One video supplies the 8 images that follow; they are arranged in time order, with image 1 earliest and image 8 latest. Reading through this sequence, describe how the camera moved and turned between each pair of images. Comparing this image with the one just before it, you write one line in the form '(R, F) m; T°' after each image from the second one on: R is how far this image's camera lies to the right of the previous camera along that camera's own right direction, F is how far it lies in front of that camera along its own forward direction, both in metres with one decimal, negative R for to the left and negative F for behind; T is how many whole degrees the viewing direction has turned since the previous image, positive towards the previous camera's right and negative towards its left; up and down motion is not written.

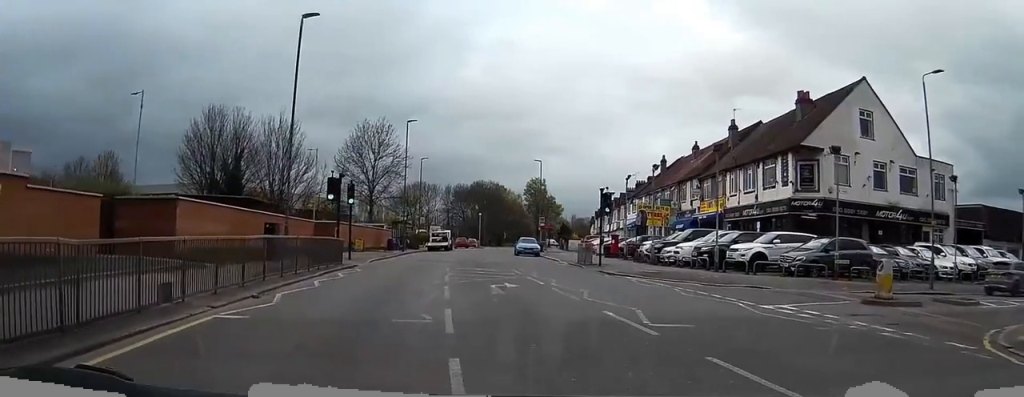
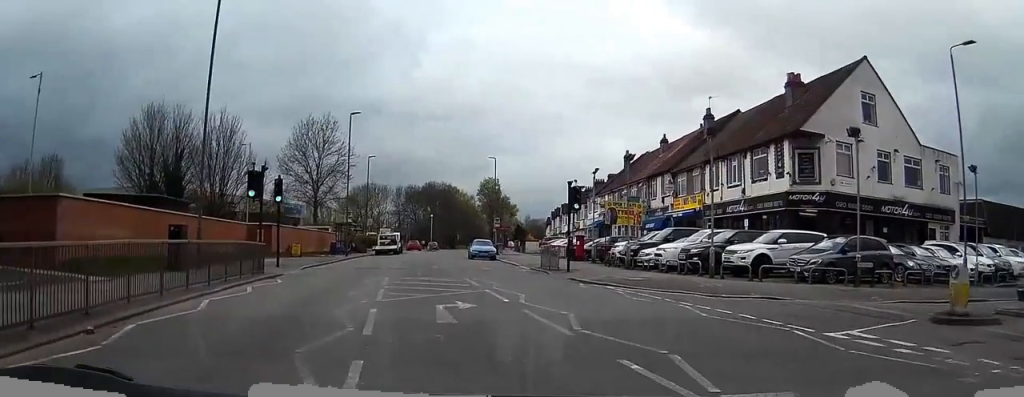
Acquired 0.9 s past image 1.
(+0.2, +5.3) m; +3°
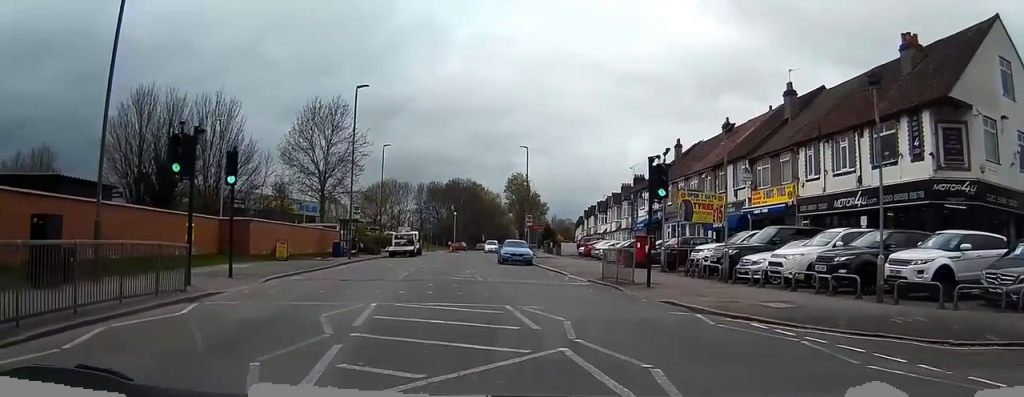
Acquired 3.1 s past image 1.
(+0.4, +9.6) m; +11°
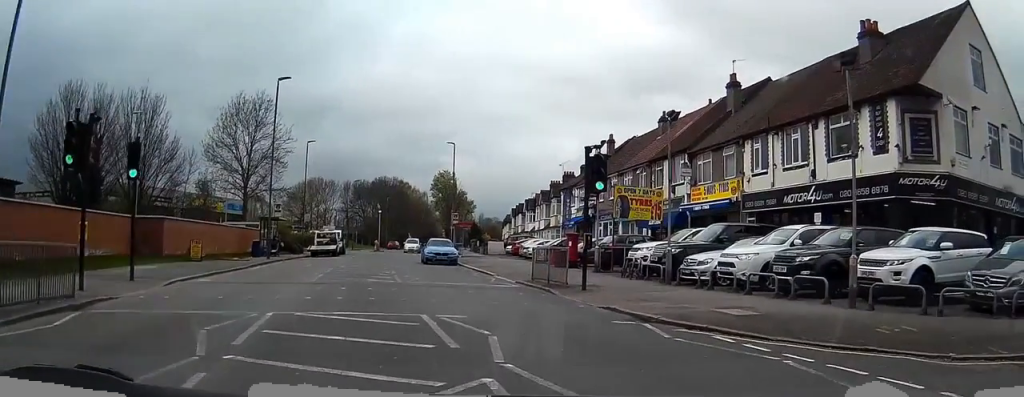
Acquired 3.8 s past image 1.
(-0.3, +1.9) m; +20°
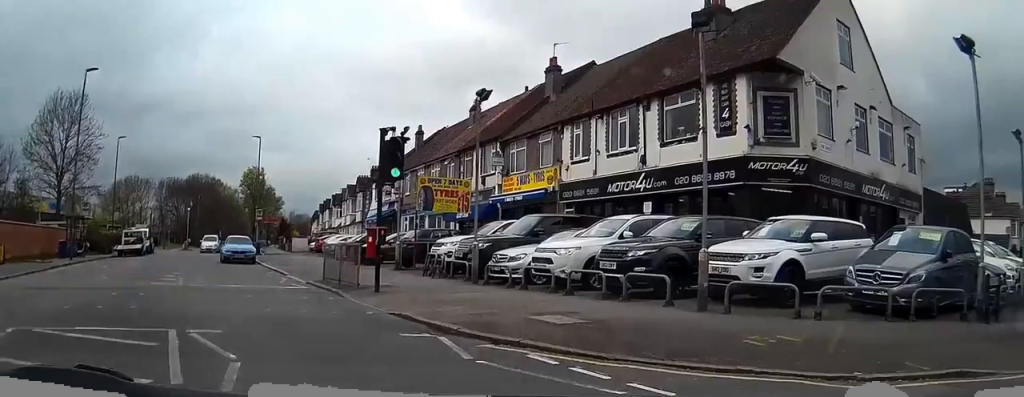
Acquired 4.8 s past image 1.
(+1.2, +1.5) m; +45°
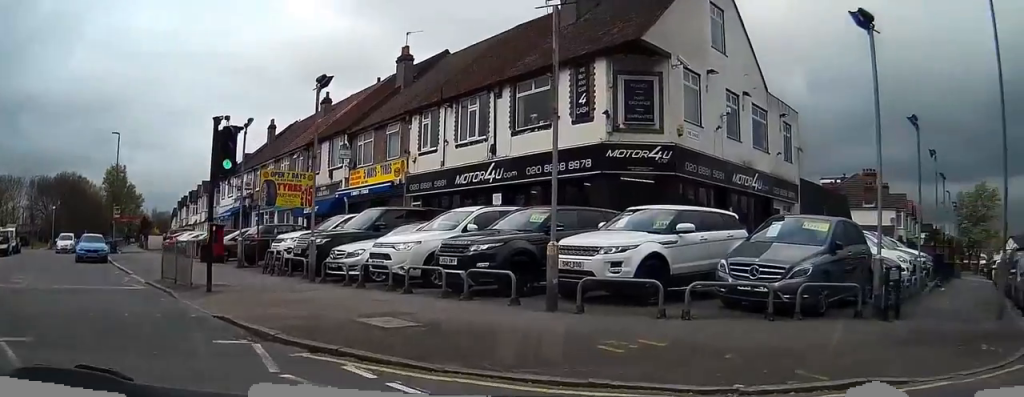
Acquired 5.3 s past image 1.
(+0.2, +1.1) m; +8°
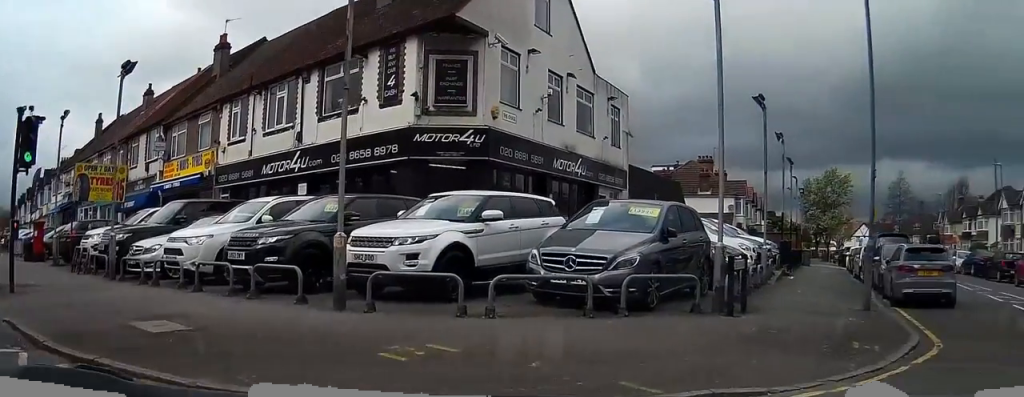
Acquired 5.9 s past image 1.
(+0.1, +1.2) m; +3°
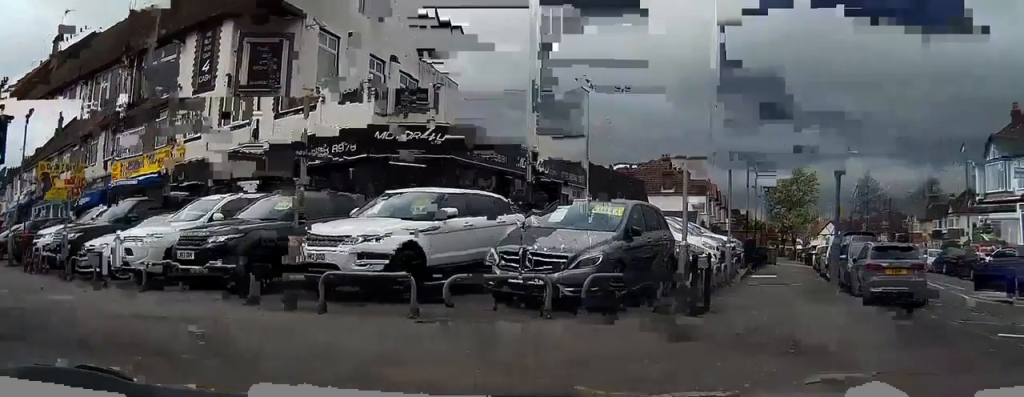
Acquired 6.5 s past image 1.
(0.0, +1.2) m; +3°
